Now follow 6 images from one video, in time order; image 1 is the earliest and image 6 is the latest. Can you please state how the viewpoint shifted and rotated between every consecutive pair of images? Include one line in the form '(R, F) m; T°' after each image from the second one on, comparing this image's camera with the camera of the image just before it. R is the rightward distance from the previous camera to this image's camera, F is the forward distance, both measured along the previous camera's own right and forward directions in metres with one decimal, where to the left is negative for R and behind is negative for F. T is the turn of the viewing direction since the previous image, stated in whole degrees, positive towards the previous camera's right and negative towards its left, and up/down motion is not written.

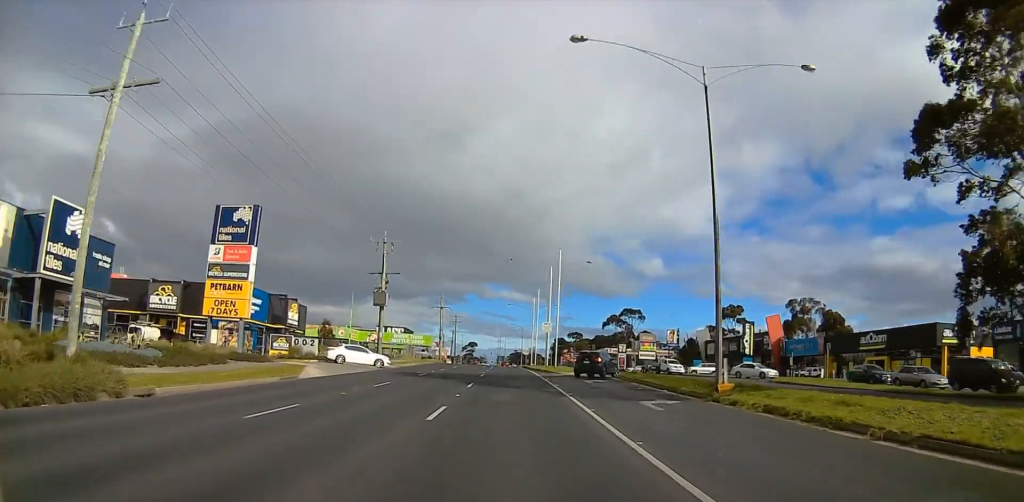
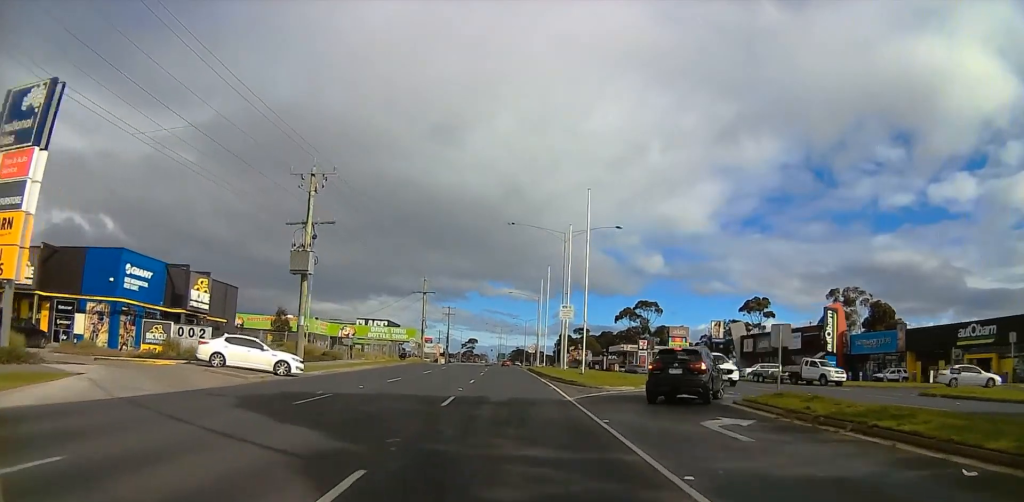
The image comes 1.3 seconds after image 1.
(-0.2, +20.5) m; 0°
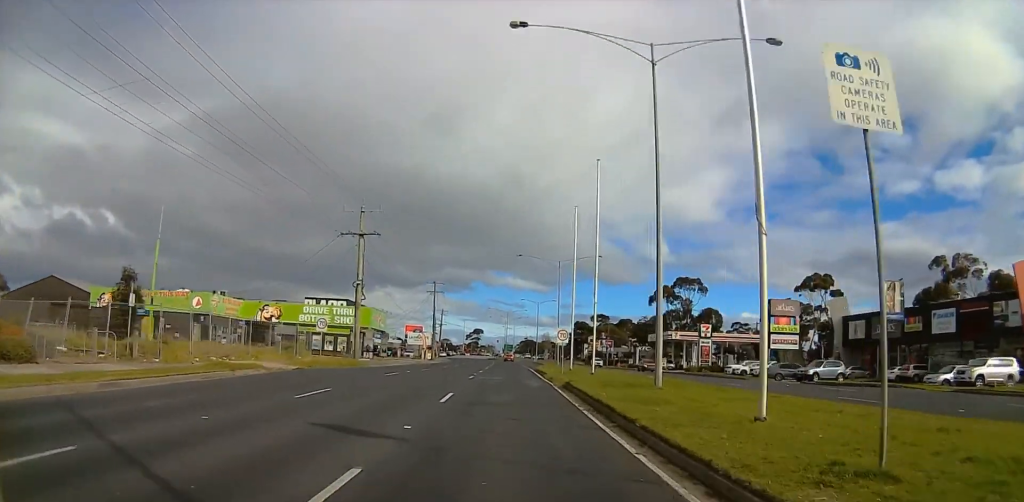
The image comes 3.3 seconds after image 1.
(+0.1, +35.2) m; -1°
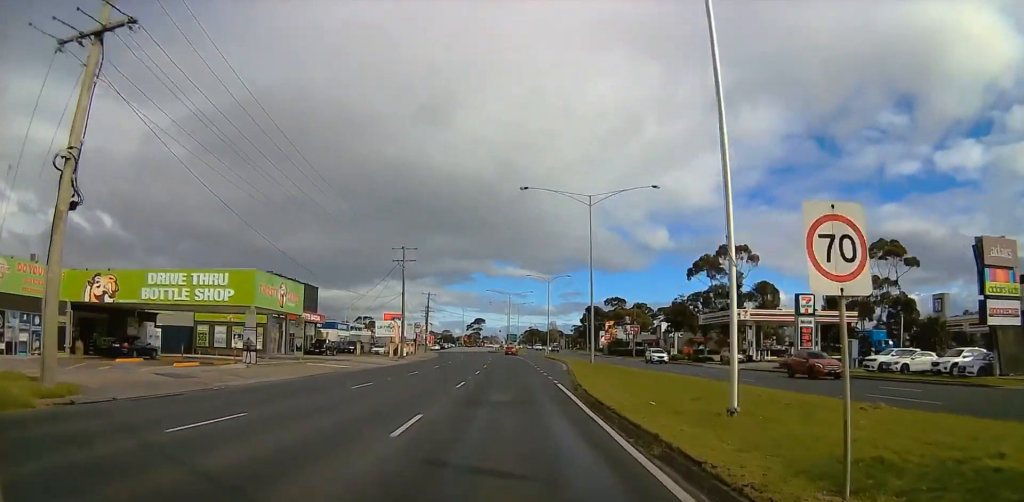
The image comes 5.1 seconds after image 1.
(-0.6, +29.6) m; -1°
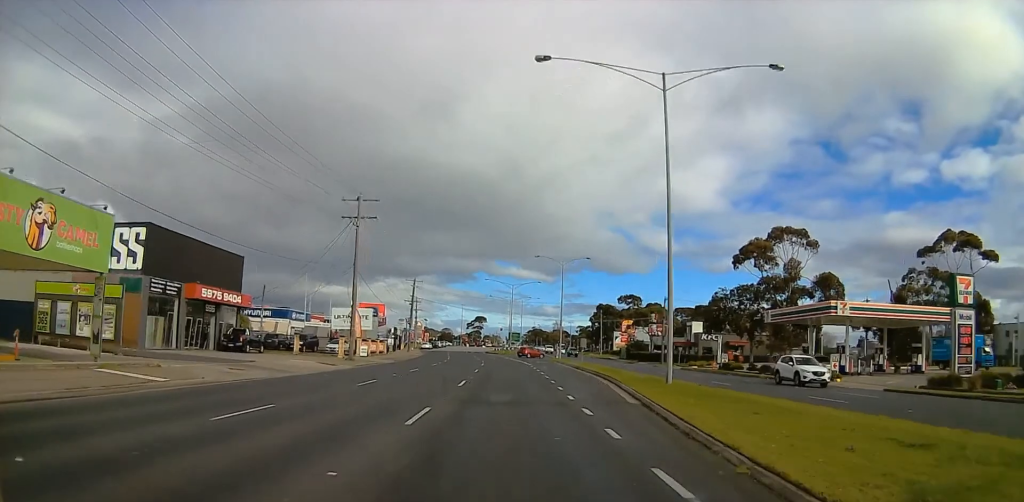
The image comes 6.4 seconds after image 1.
(0.0, +22.9) m; +1°
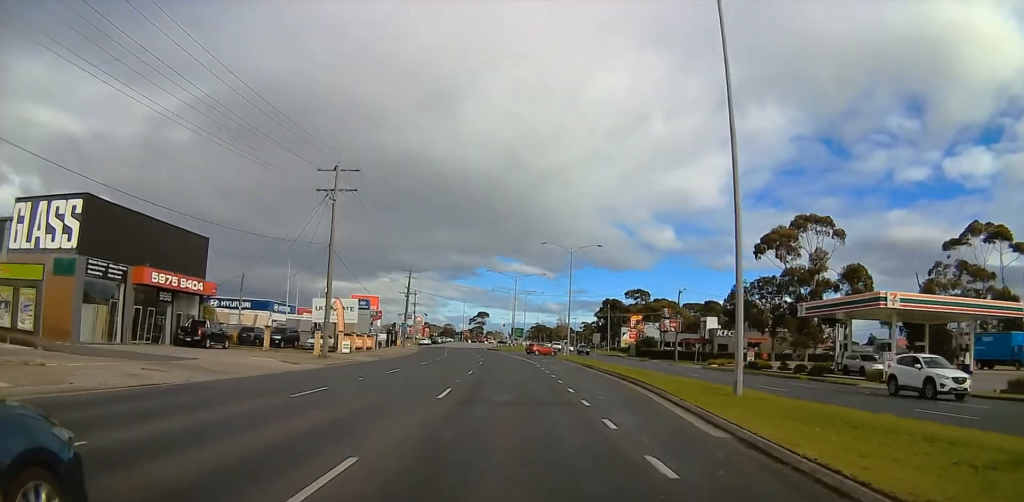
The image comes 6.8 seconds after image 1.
(0.0, +7.1) m; +1°
